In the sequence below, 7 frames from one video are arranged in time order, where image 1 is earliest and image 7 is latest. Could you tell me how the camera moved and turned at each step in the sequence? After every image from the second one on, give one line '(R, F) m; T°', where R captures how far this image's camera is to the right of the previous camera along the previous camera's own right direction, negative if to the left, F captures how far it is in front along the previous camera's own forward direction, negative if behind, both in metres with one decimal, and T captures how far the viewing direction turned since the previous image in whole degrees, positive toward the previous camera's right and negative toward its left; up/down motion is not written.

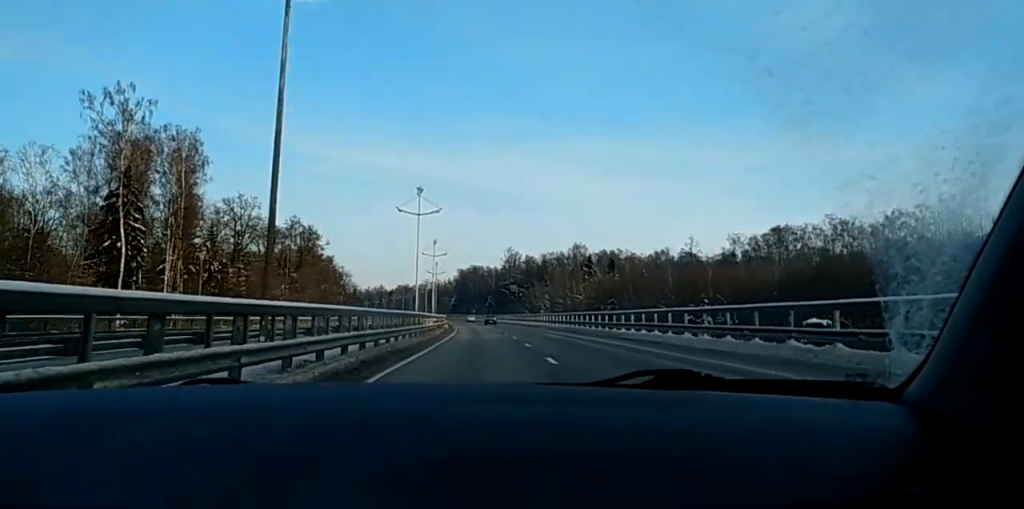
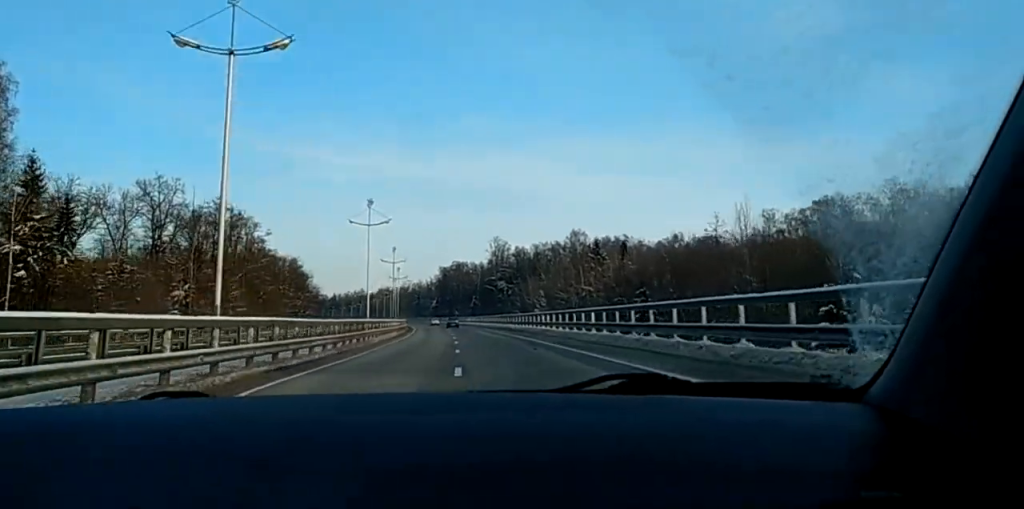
(-0.4, +39.6) m; -1°
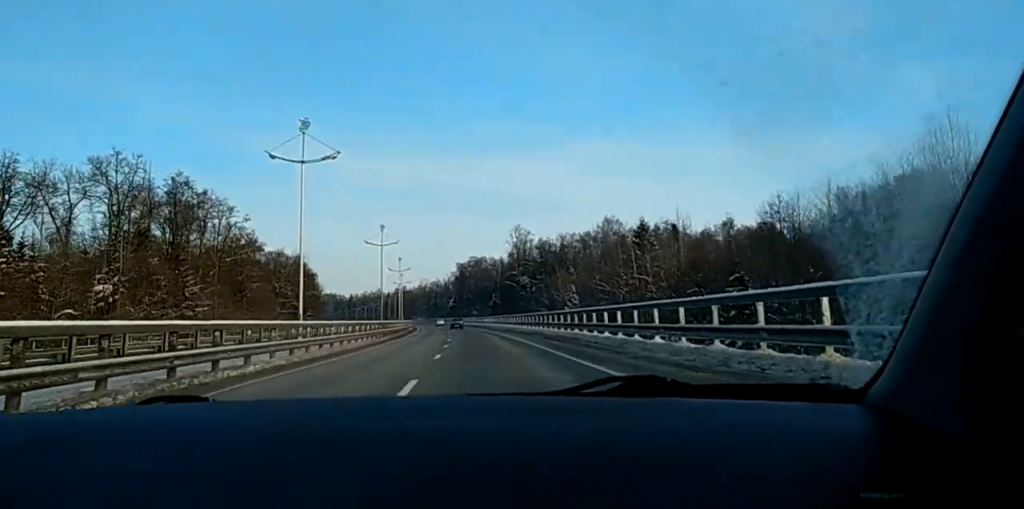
(-0.3, +26.9) m; -1°
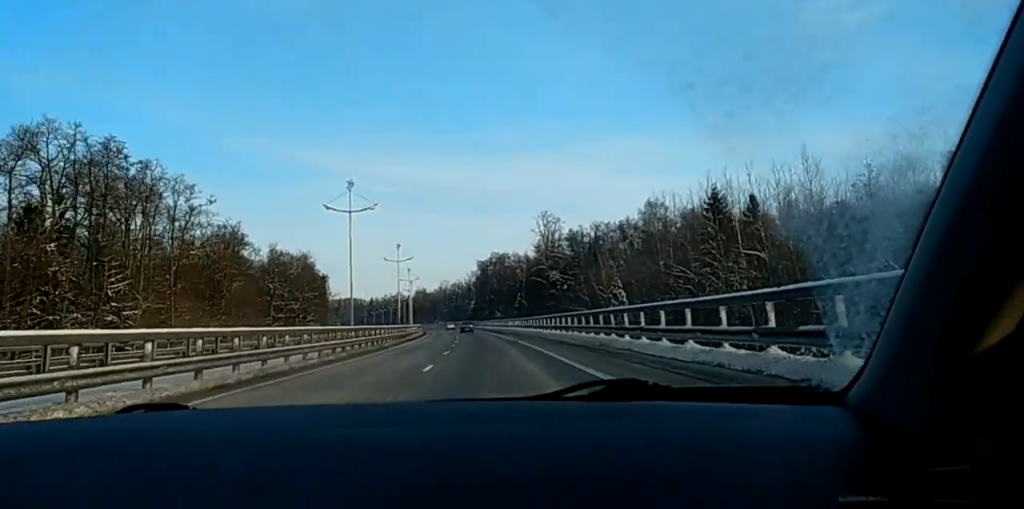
(-0.3, +27.7) m; -2°
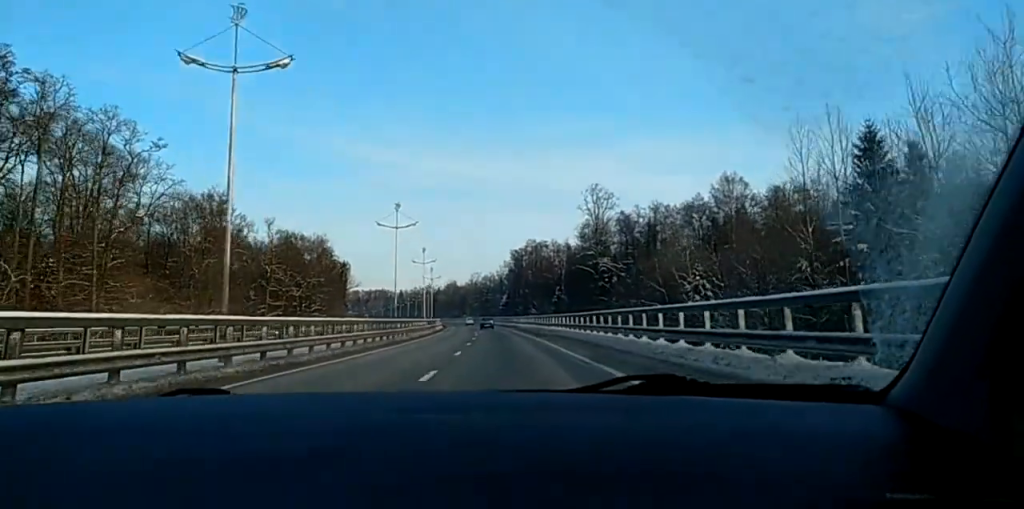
(-0.8, +28.7) m; -2°
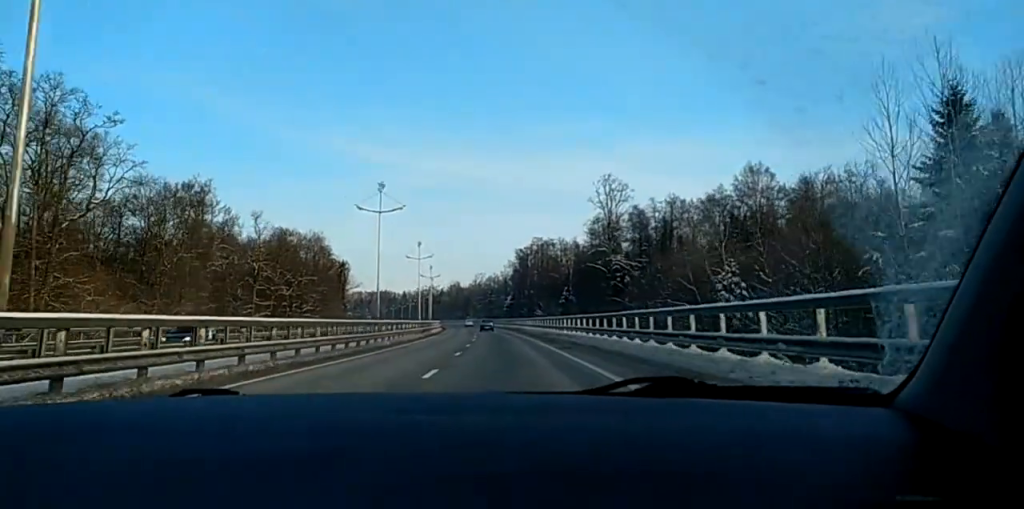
(-0.1, +11.5) m; 0°
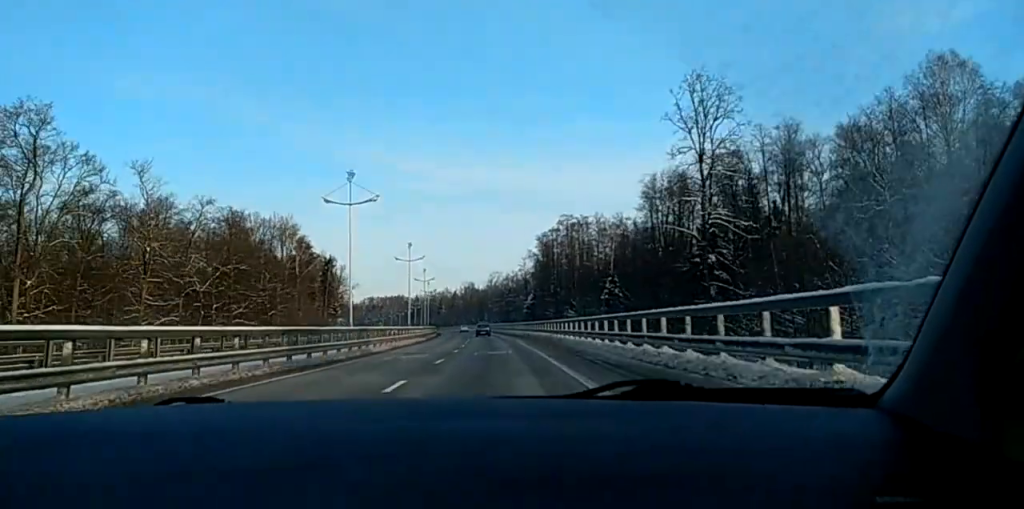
(+0.8, +50.5) m; +1°
